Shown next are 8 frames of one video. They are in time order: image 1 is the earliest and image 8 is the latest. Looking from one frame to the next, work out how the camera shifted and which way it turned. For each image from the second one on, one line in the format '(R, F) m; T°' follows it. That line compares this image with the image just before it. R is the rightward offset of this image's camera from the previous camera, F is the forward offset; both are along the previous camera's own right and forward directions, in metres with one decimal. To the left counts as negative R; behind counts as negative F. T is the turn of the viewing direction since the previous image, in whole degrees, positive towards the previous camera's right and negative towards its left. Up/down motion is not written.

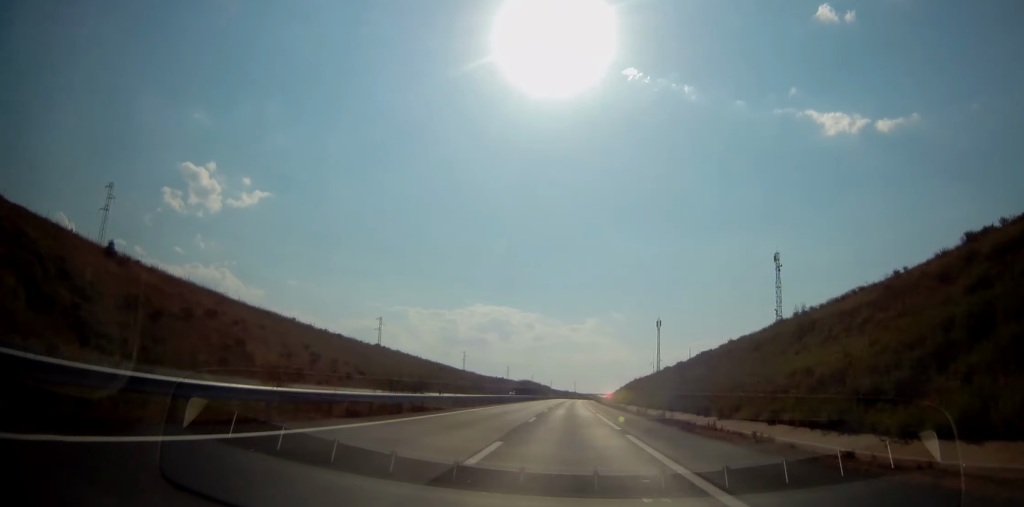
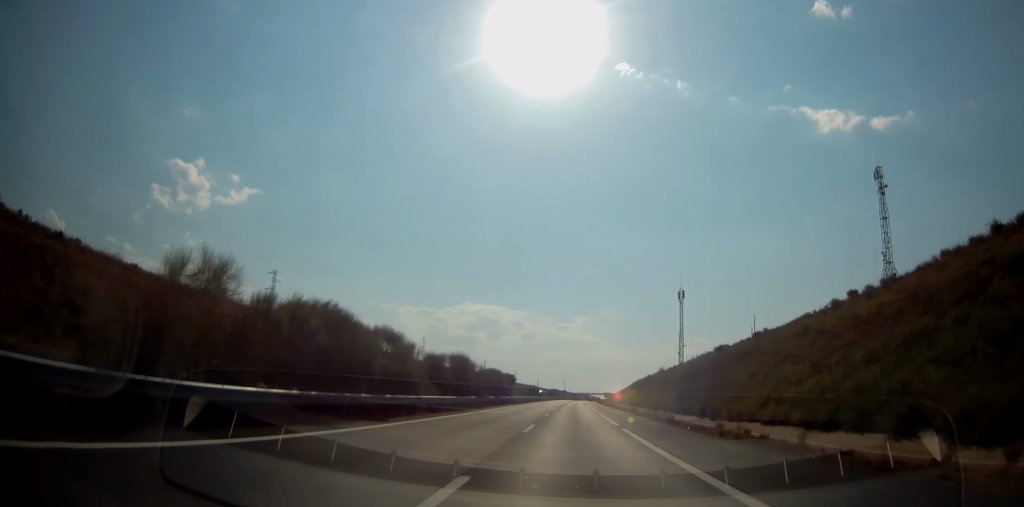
(+1.0, +90.4) m; +1°
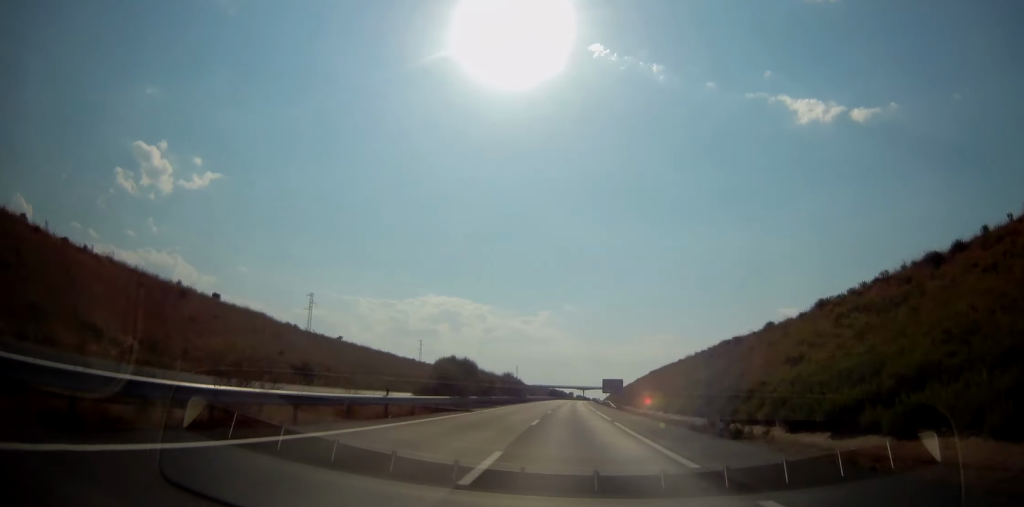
(+6.8, +269.0) m; +3°
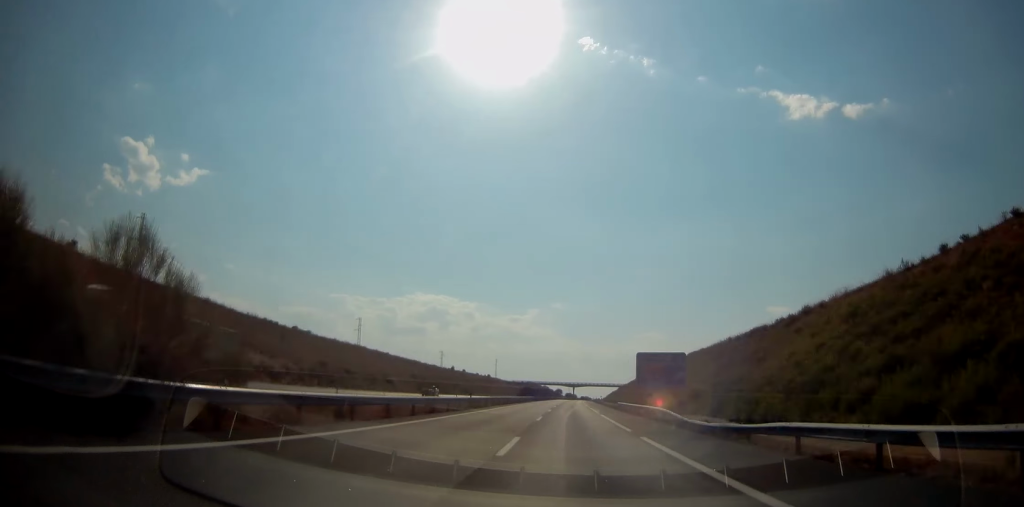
(+1.9, +81.4) m; +1°
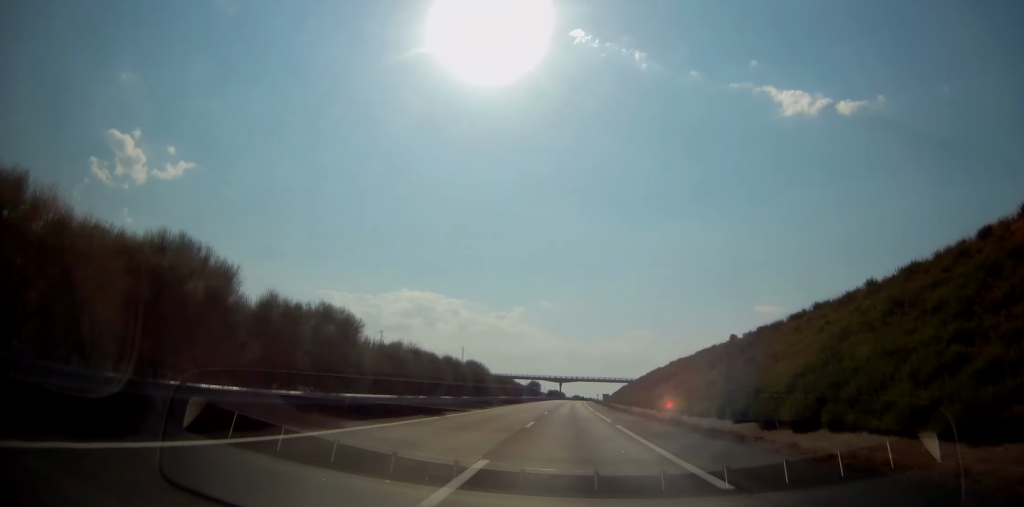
(+0.9, +108.6) m; +1°
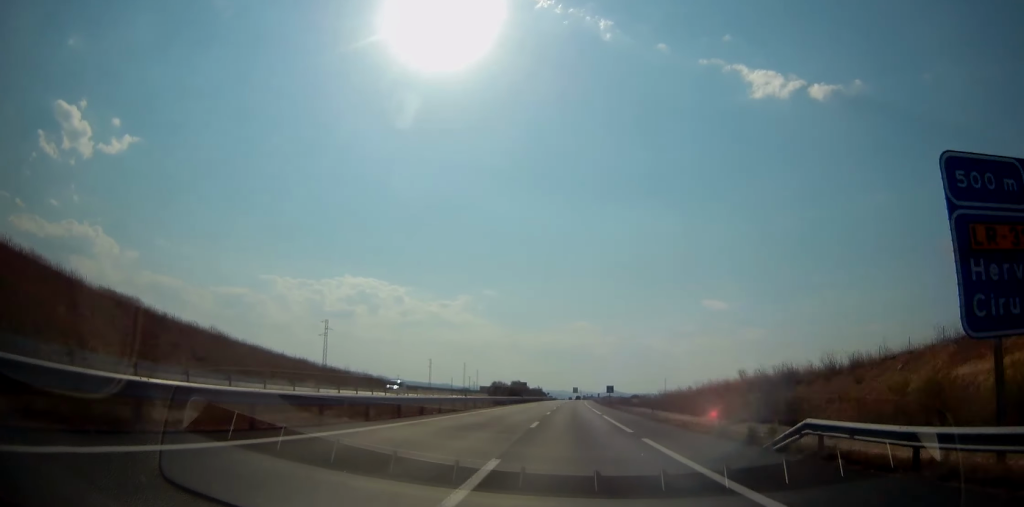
(+18.9, +443.4) m; +5°
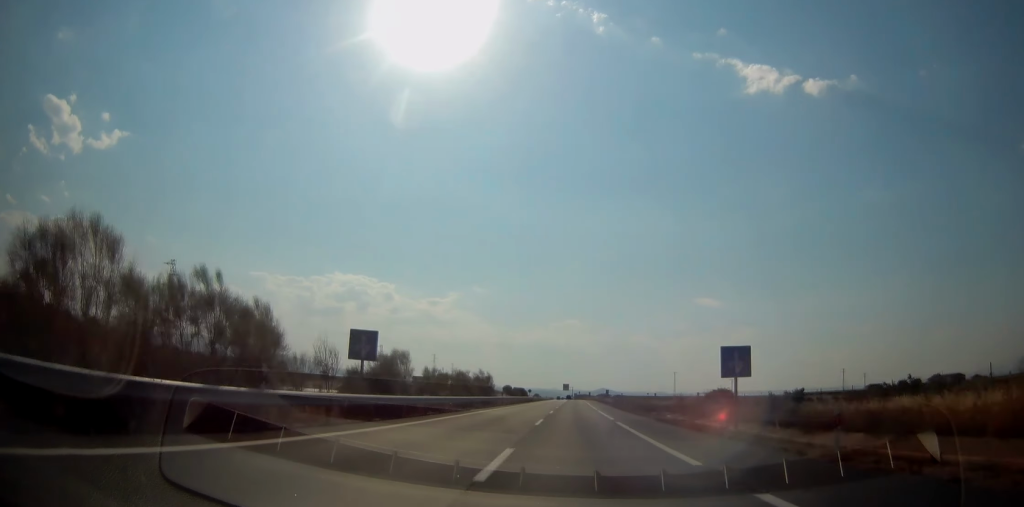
(+1.6, +86.2) m; 0°
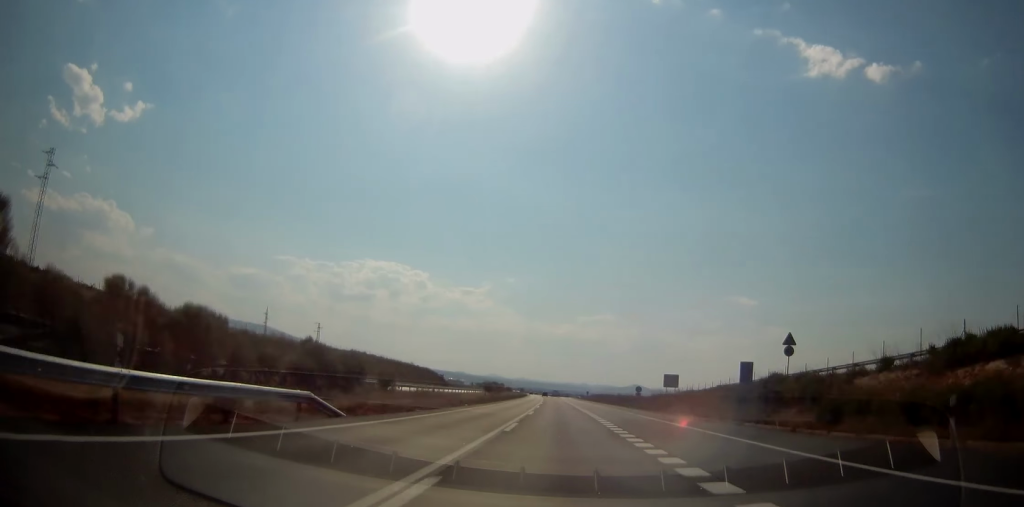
(-7.6, +454.1) m; -4°
